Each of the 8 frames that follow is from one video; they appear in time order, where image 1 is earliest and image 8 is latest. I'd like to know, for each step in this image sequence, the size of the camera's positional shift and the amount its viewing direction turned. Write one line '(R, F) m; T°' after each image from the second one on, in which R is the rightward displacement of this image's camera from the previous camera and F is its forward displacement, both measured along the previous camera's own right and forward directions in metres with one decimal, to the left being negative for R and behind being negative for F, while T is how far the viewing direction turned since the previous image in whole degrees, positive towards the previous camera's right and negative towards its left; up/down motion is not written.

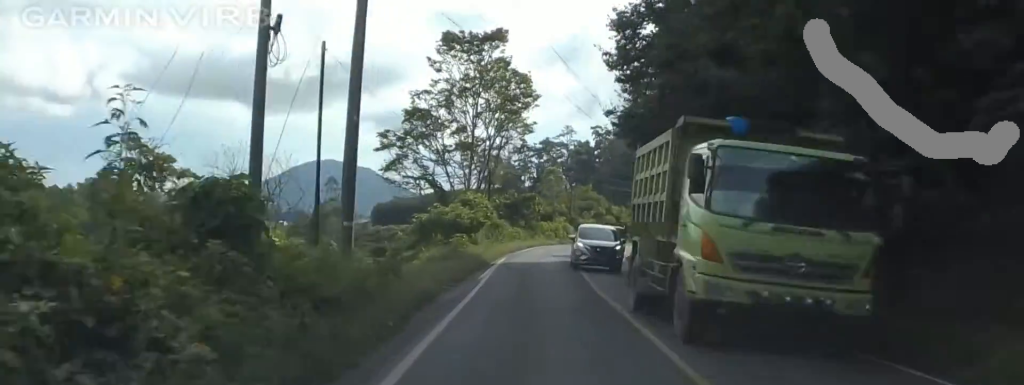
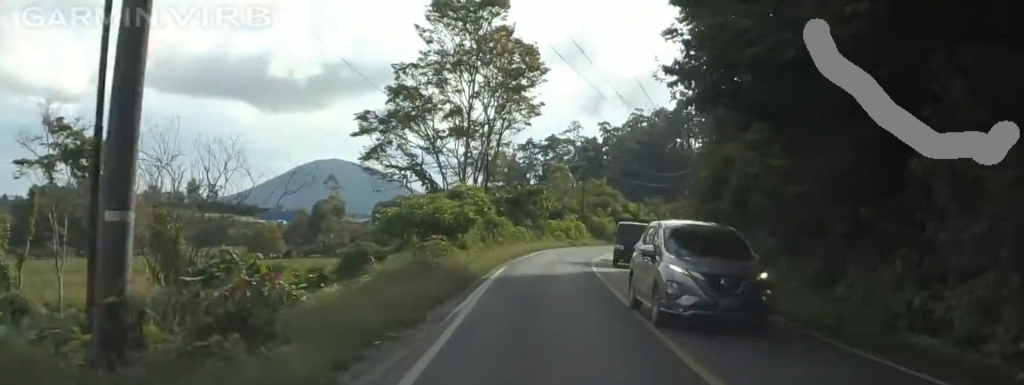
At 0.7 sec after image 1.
(-0.9, +10.5) m; +1°
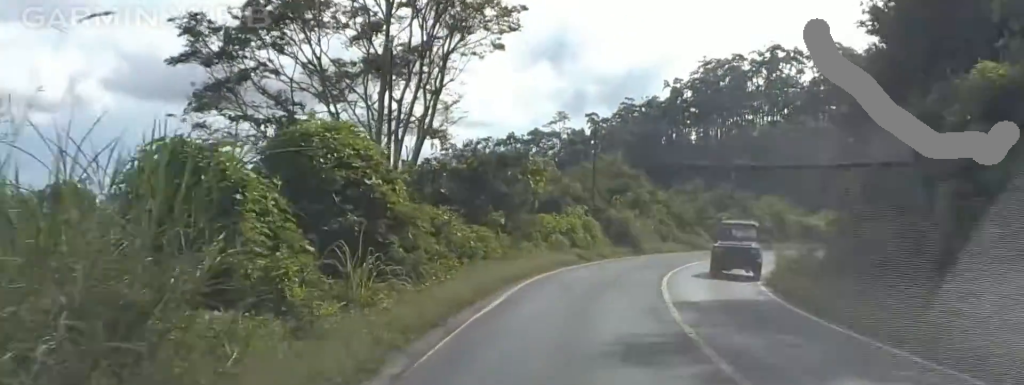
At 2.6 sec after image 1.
(+2.2, +26.7) m; +6°
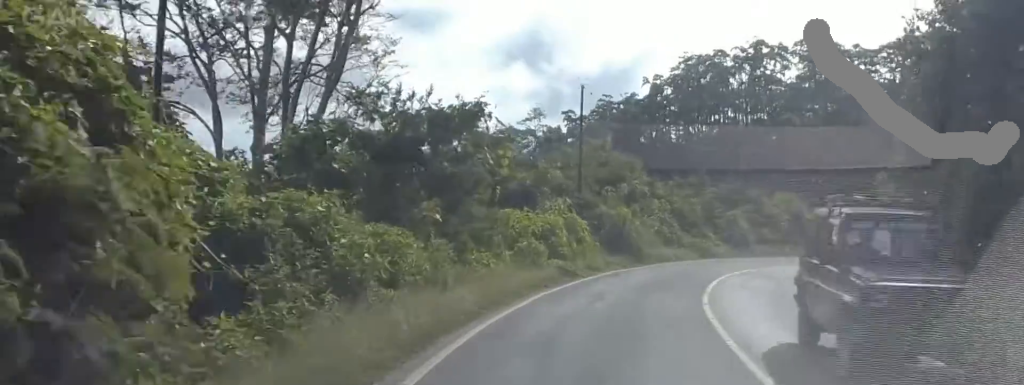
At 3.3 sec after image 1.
(0.0, +10.2) m; 0°
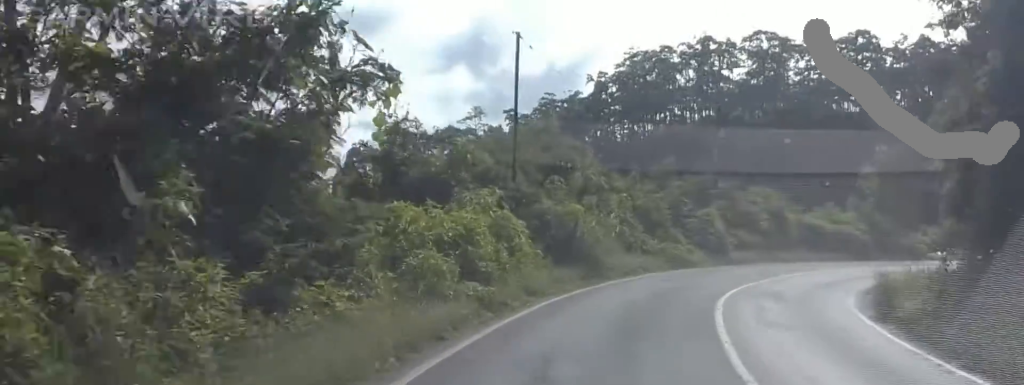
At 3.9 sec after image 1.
(0.0, +8.4) m; 0°
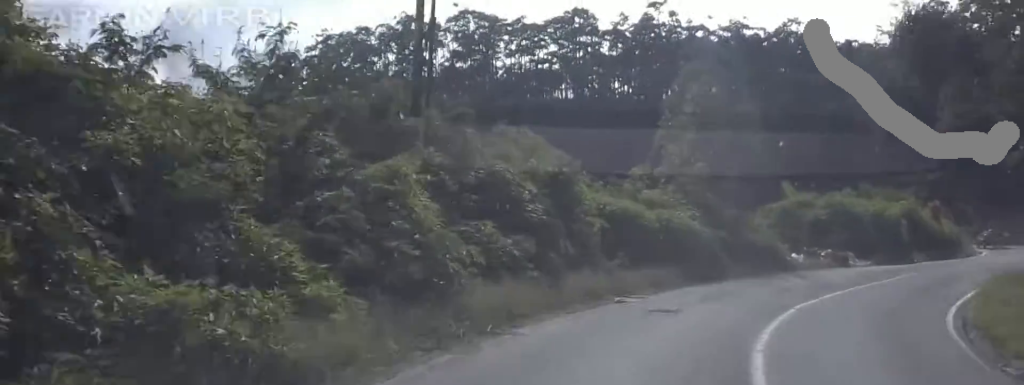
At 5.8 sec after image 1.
(+2.5, +25.1) m; +21°
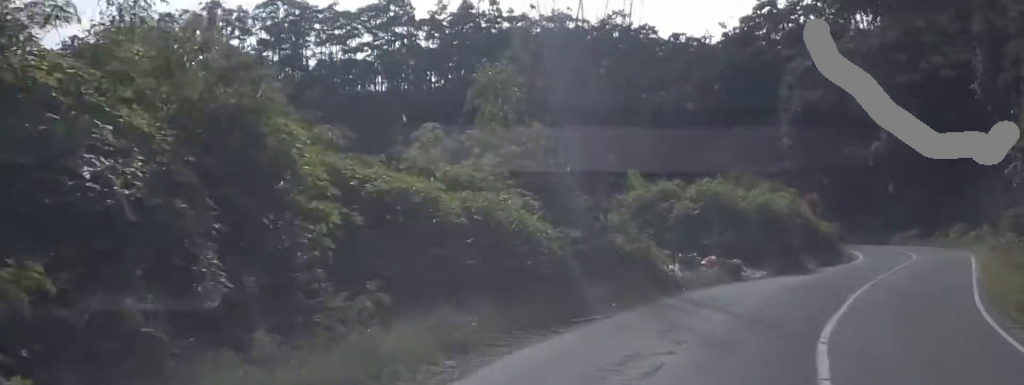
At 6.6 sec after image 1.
(+1.9, +11.0) m; +14°
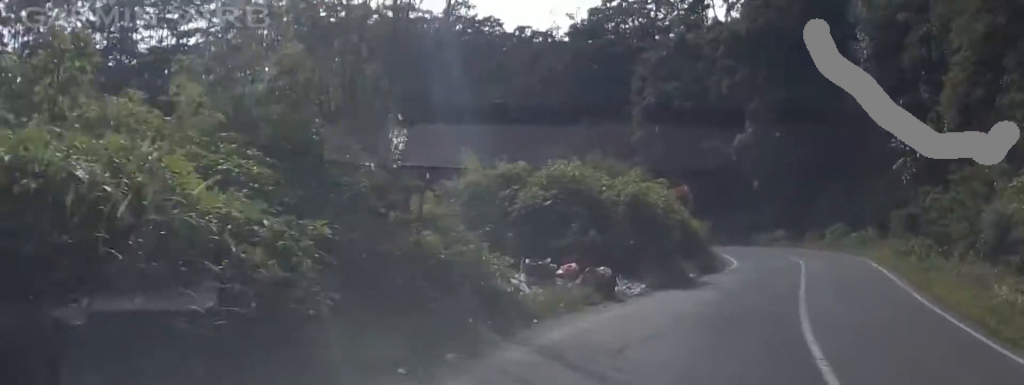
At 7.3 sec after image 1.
(+0.8, +8.1) m; +6°
